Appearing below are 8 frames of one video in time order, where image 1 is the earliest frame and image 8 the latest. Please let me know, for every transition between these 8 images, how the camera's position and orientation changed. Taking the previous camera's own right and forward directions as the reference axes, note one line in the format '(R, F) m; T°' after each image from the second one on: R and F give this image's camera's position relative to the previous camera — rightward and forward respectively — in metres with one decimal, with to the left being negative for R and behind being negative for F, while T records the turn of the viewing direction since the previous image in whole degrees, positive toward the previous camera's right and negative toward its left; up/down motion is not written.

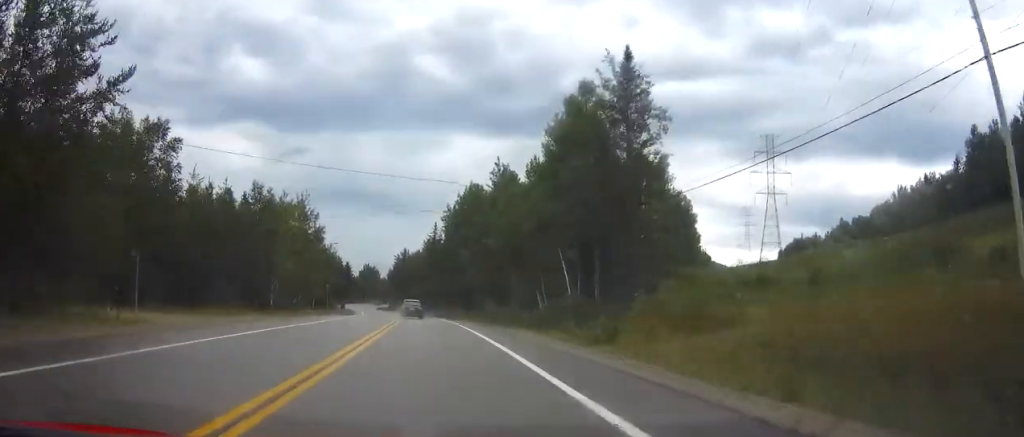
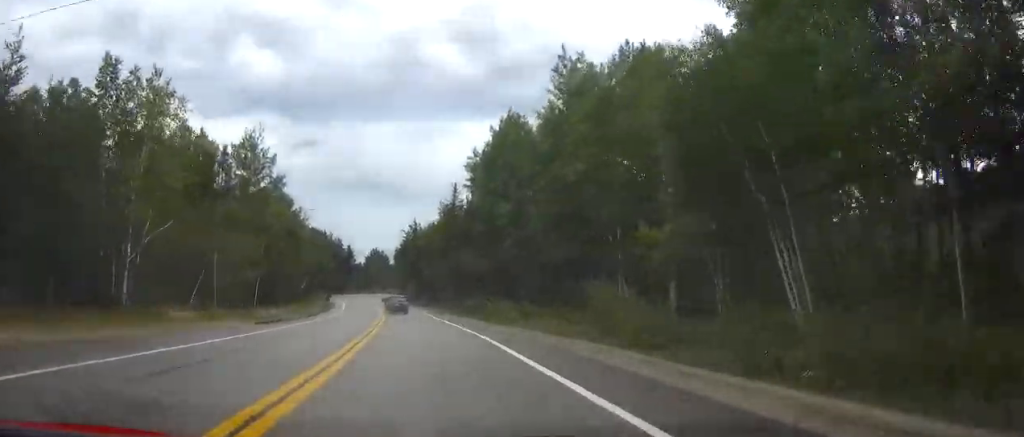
(0.0, +36.3) m; 0°
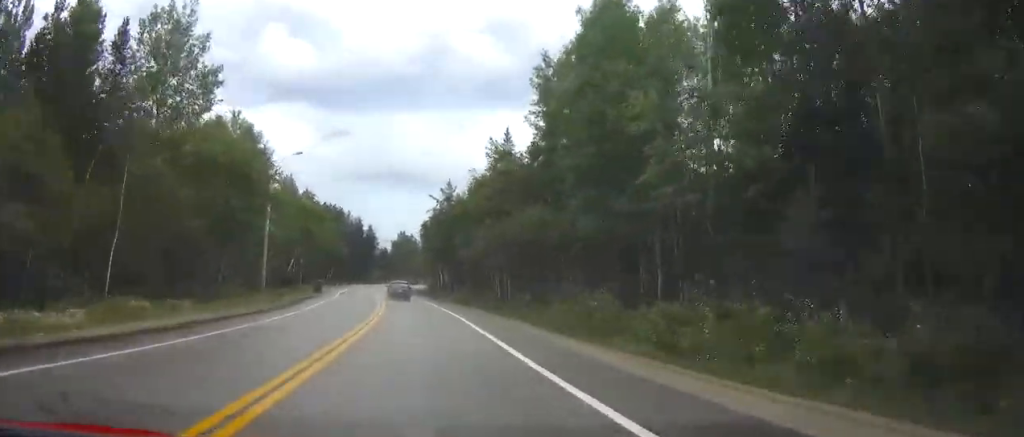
(0.0, +29.9) m; 0°
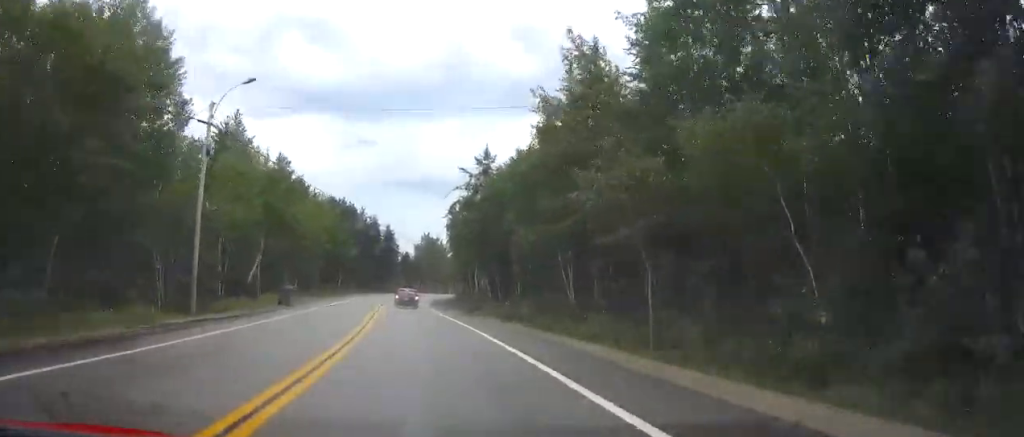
(0.0, +23.4) m; 0°
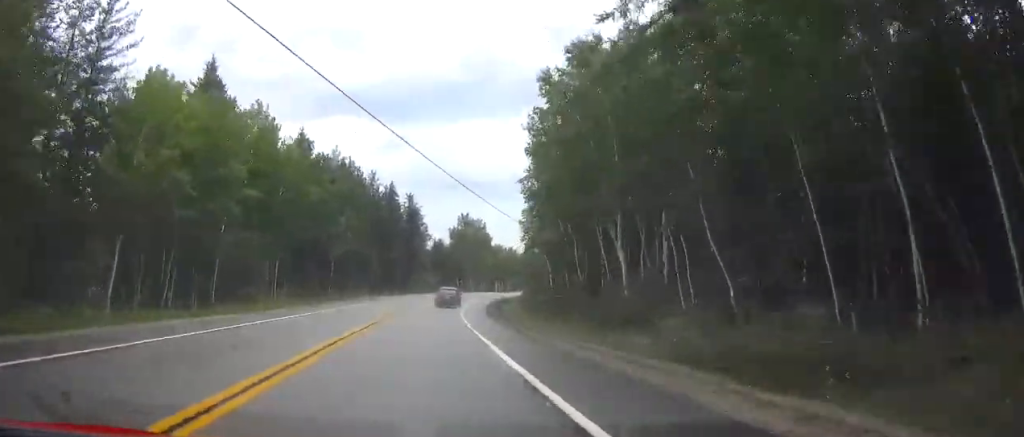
(0.0, +43.2) m; 0°
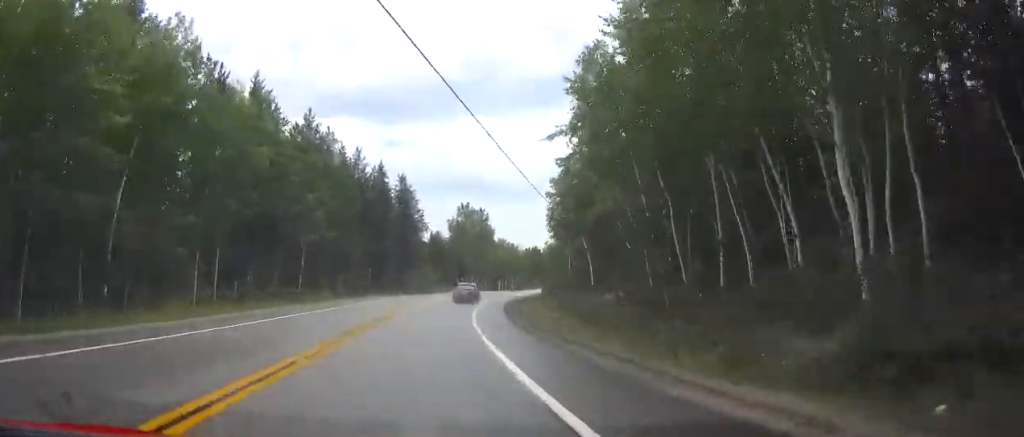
(0.0, +15.0) m; 0°
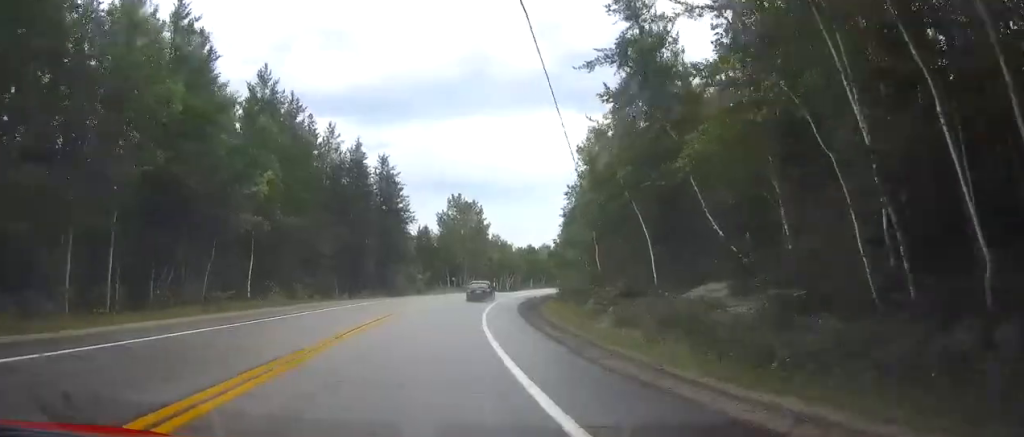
(0.0, +13.1) m; 0°
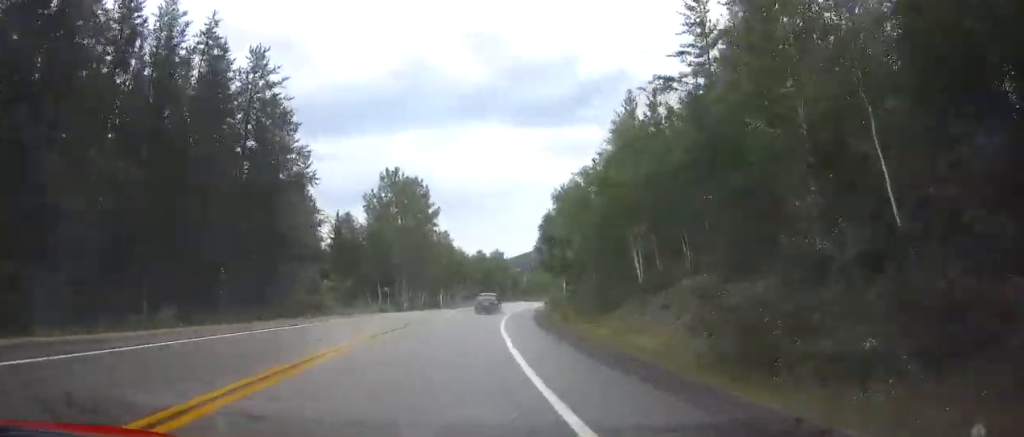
(+0.2, +33.6) m; +2°
